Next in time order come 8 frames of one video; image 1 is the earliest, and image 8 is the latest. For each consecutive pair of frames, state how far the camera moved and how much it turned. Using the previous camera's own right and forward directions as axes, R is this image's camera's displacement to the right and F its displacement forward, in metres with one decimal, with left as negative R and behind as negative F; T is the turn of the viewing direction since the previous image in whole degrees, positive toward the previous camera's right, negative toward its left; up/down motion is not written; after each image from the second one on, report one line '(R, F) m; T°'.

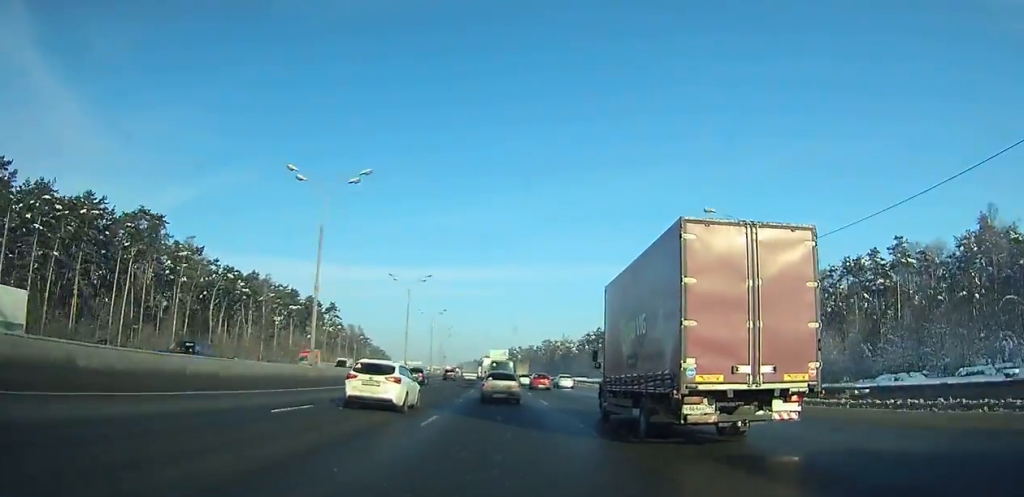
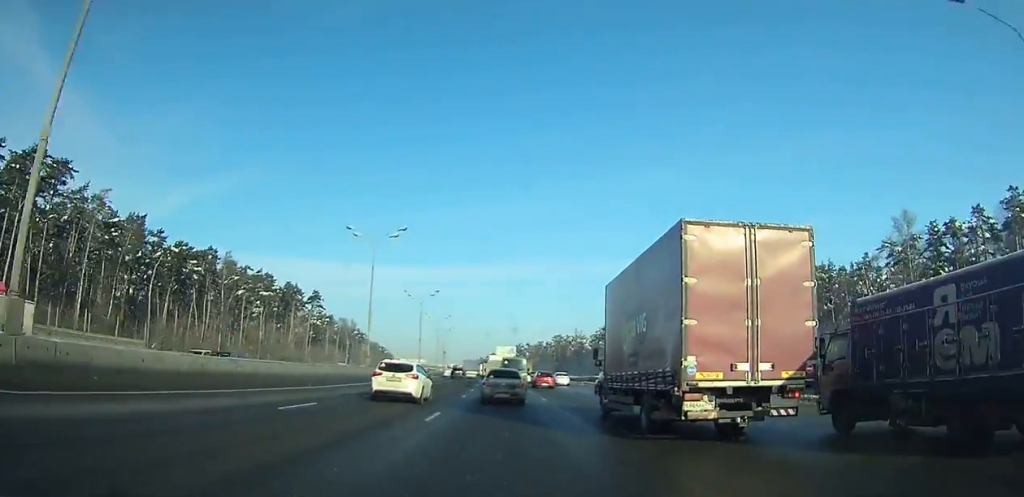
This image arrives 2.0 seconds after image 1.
(-0.6, +23.8) m; -2°
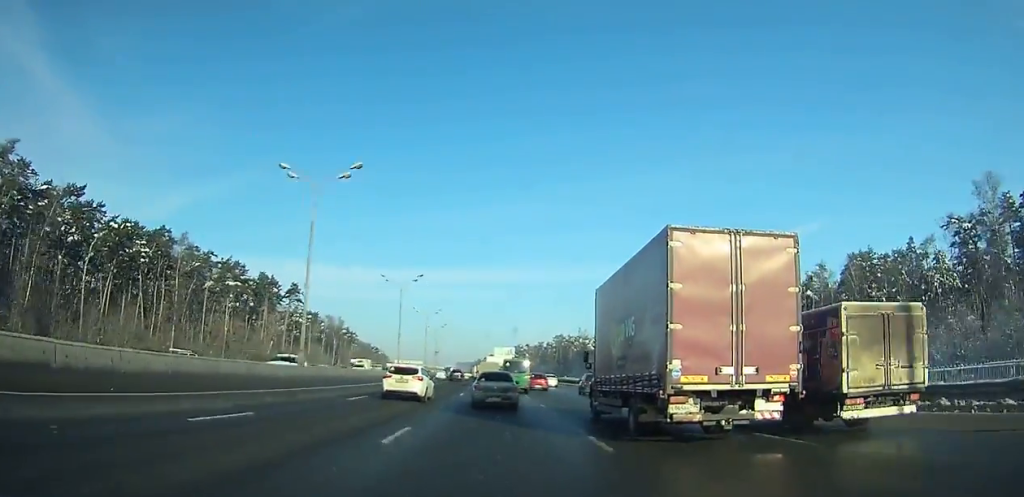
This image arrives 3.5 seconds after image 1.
(-0.1, +16.4) m; 0°
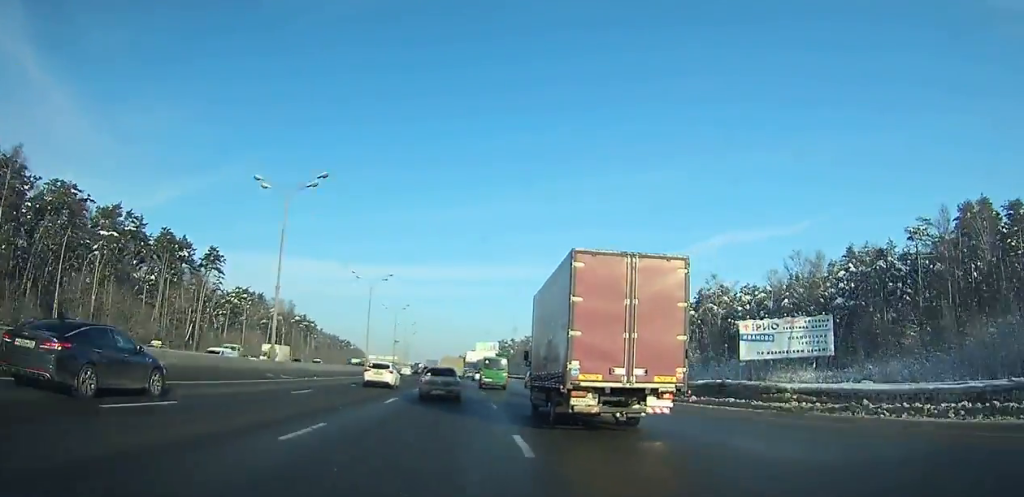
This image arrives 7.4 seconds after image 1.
(-0.1, +40.1) m; 0°
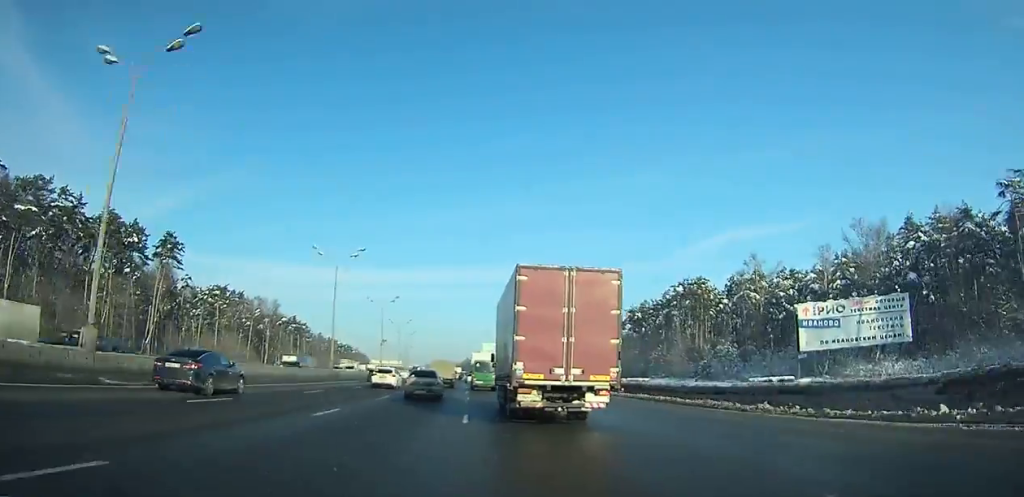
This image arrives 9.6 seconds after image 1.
(0.0, +20.2) m; 0°
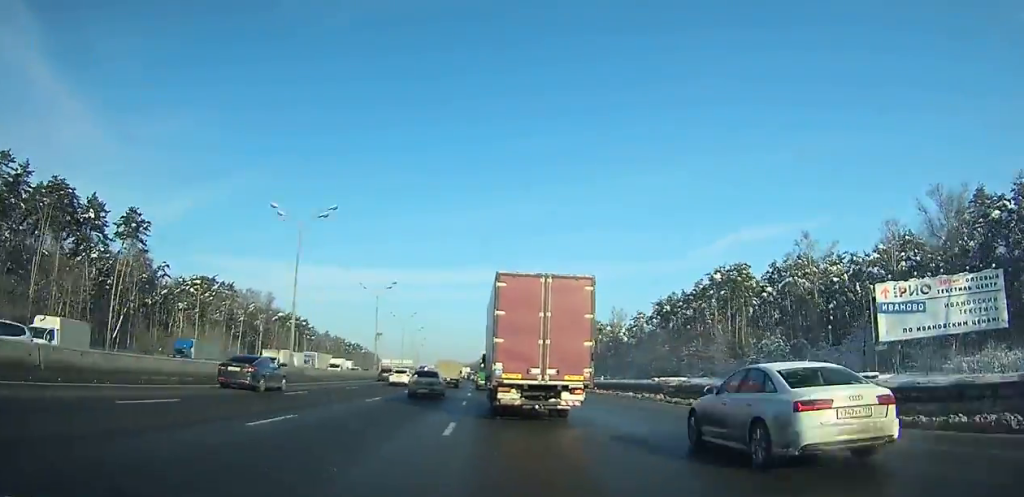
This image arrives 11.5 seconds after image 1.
(0.0, +16.5) m; 0°
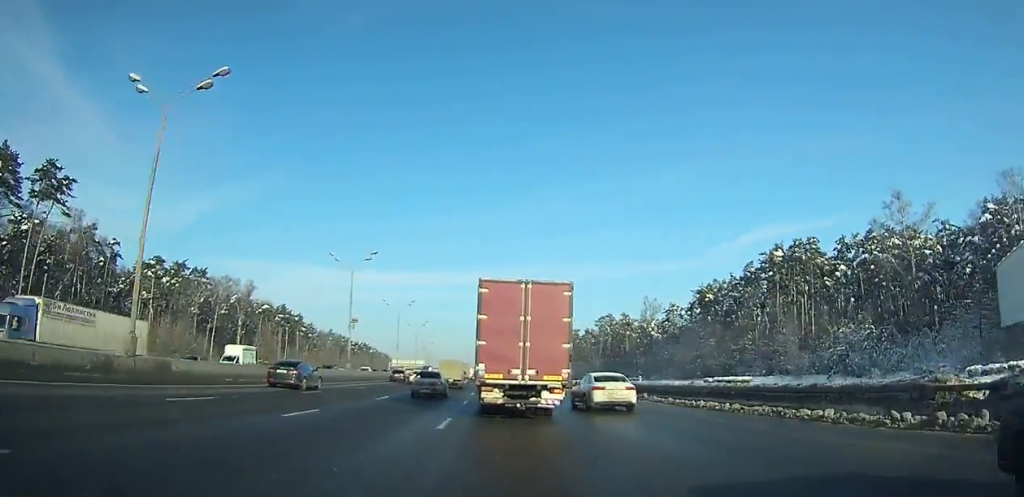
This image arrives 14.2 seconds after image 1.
(0.0, +21.6) m; 0°
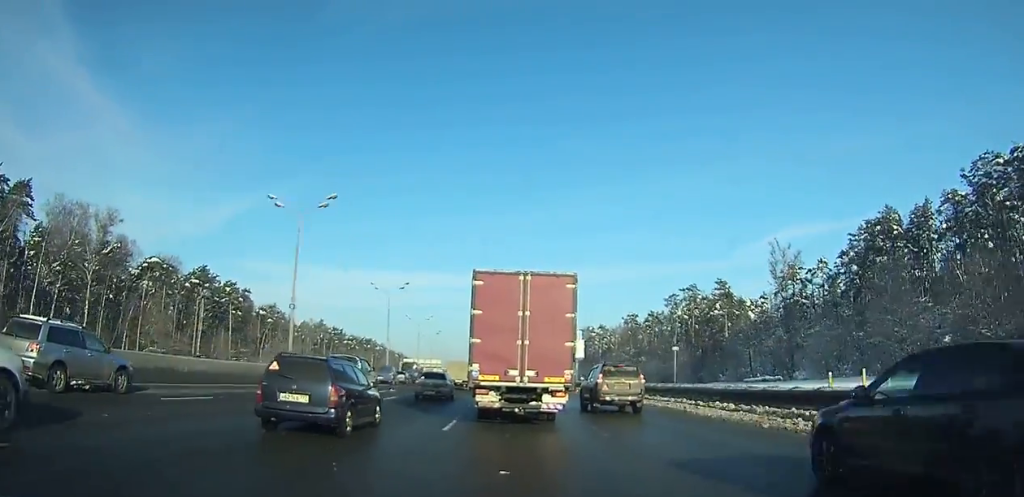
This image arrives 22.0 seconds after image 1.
(0.0, +51.7) m; 0°
